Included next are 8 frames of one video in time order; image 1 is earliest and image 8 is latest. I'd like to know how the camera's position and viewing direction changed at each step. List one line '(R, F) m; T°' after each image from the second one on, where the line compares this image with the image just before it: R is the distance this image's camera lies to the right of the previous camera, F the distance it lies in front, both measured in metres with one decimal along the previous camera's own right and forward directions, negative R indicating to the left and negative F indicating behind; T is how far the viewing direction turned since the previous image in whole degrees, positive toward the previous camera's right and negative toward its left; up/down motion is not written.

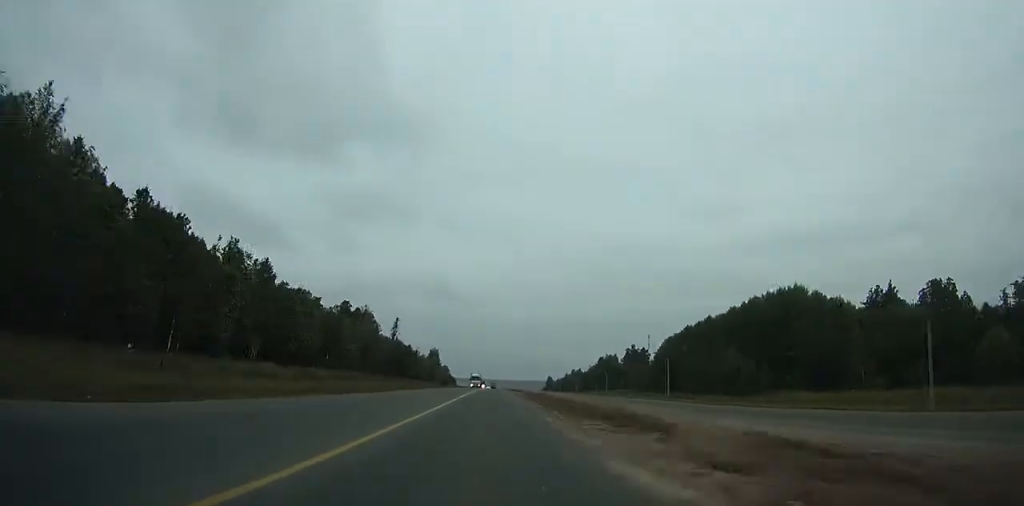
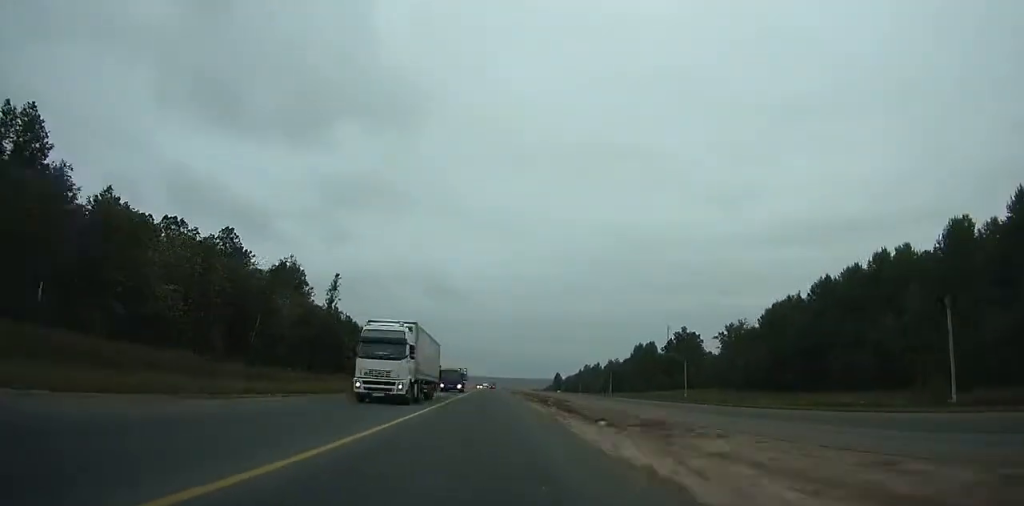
(+0.1, +74.6) m; 0°
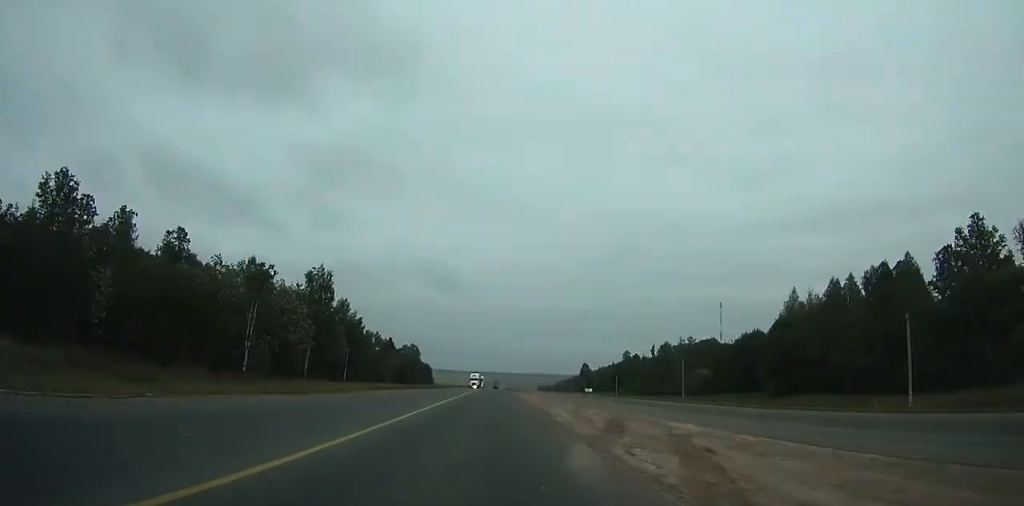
(-0.1, +129.7) m; 0°
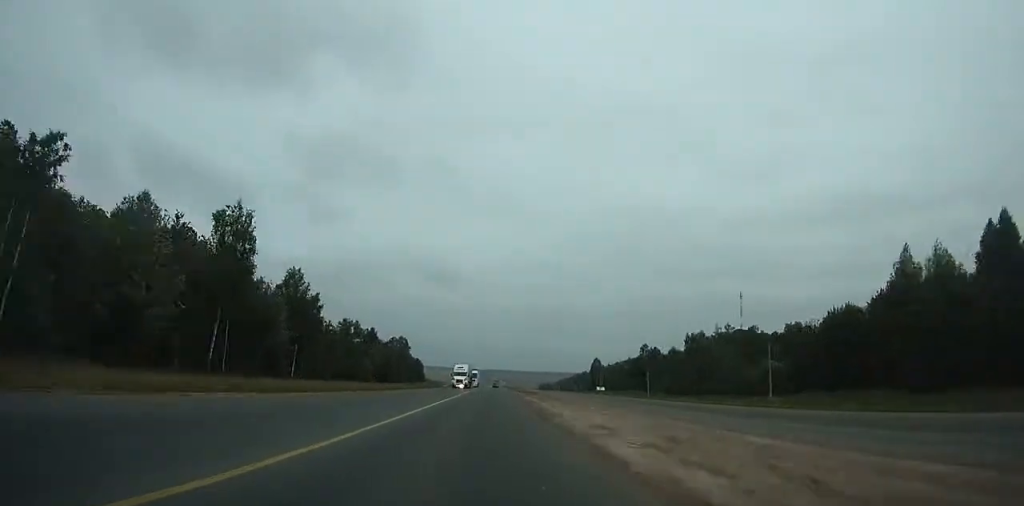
(0.0, +36.6) m; 0°
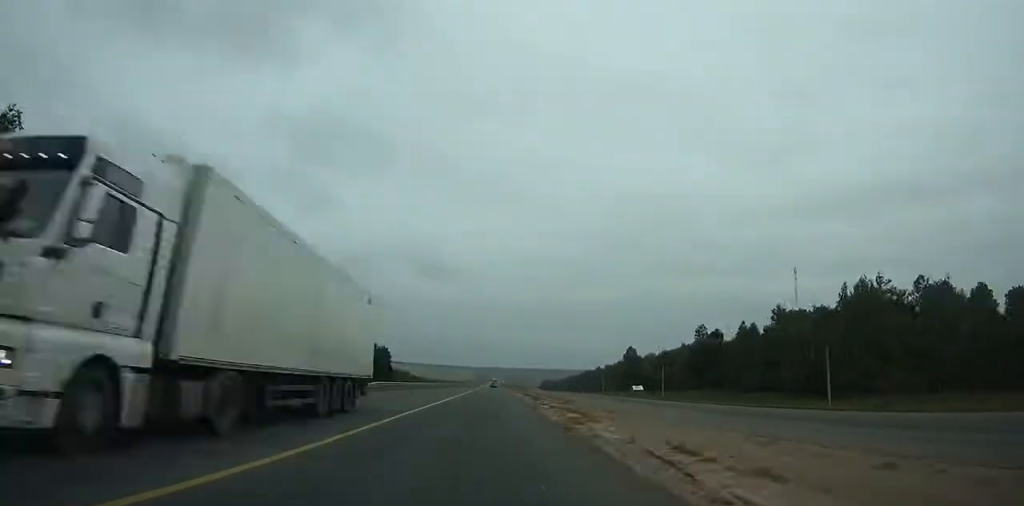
(-0.1, +78.8) m; 0°
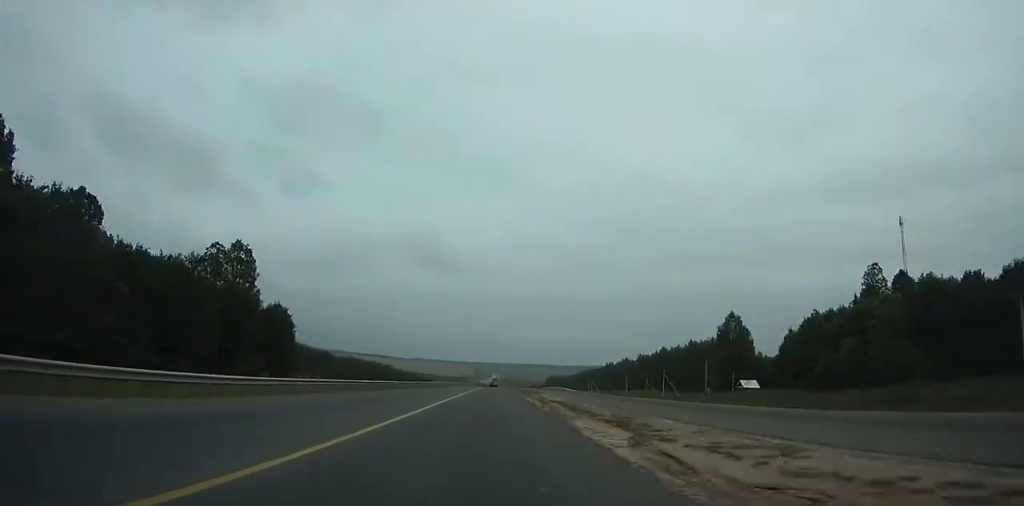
(-0.1, +92.4) m; 0°
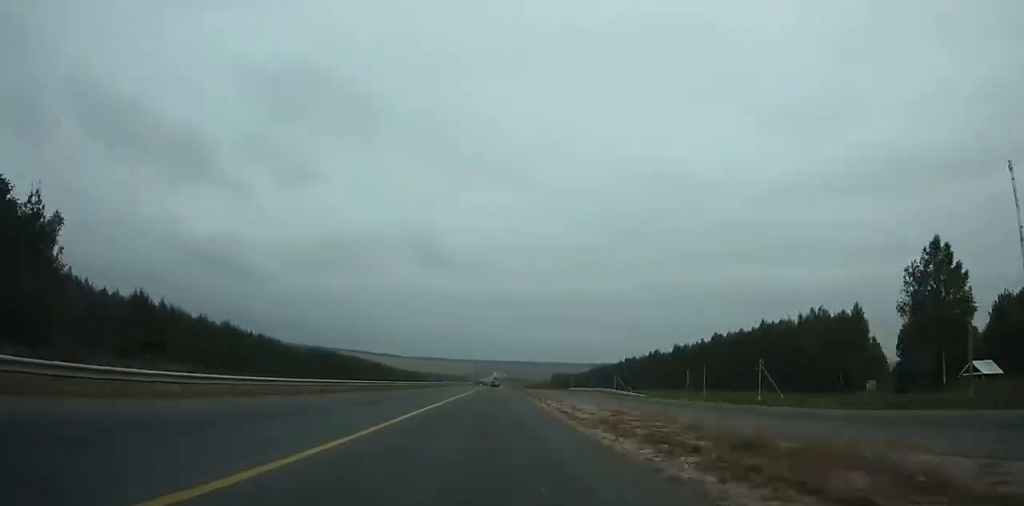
(-0.1, +63.3) m; 0°
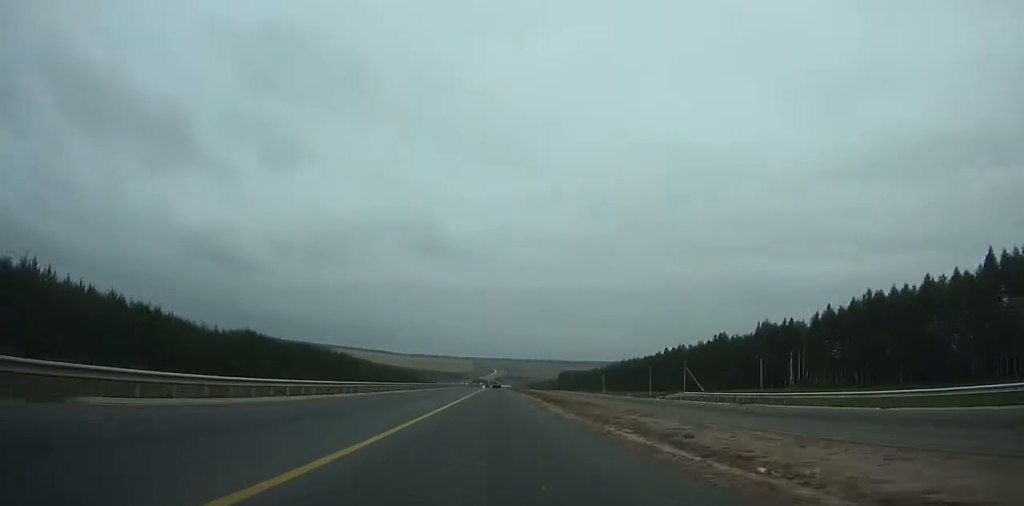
(0.0, +86.6) m; 0°
